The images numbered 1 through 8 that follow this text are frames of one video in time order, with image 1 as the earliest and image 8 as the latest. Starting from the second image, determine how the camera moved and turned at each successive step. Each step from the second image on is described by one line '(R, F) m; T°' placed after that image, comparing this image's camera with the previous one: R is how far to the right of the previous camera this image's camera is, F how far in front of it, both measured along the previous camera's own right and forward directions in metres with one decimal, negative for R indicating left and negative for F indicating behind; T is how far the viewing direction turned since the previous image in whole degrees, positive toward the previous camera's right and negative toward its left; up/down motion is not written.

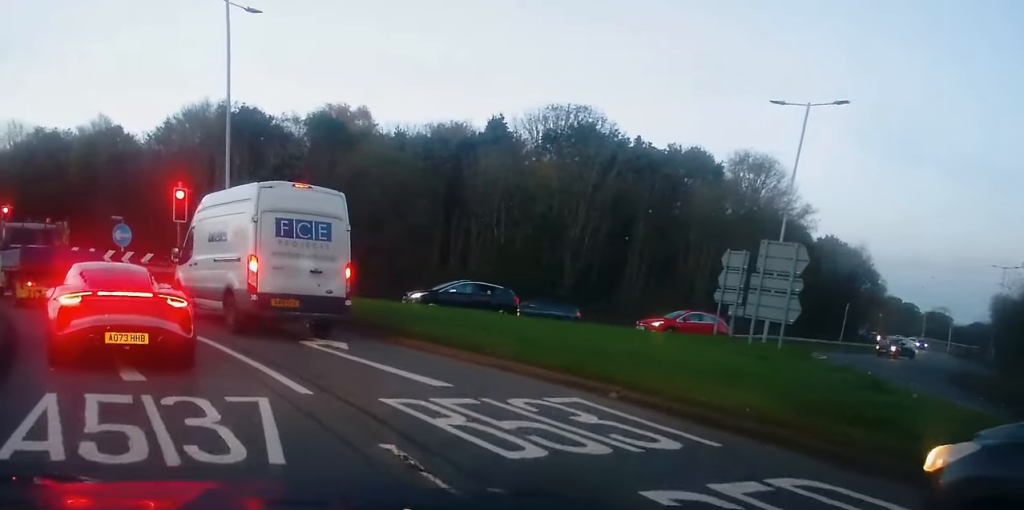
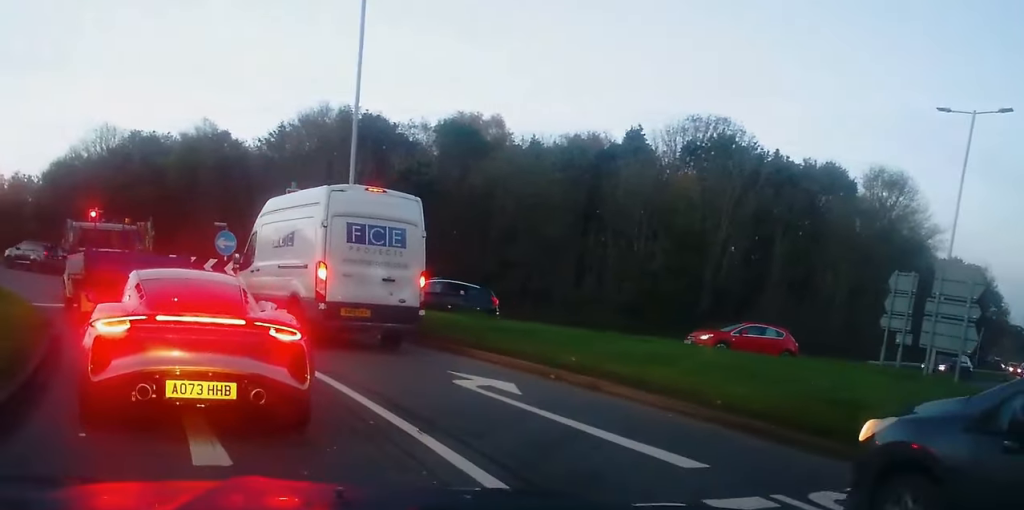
(-0.2, +2.8) m; -7°
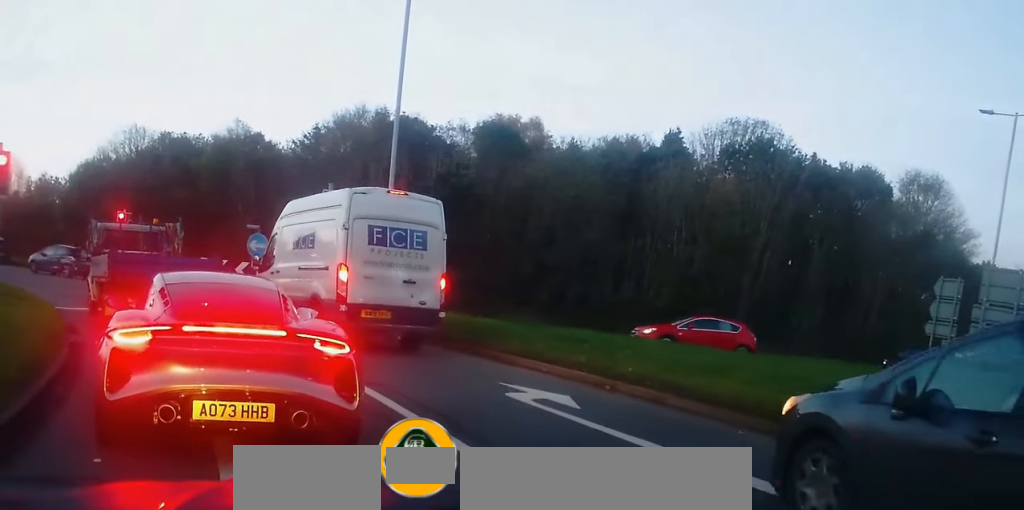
(0.0, +0.8) m; 0°
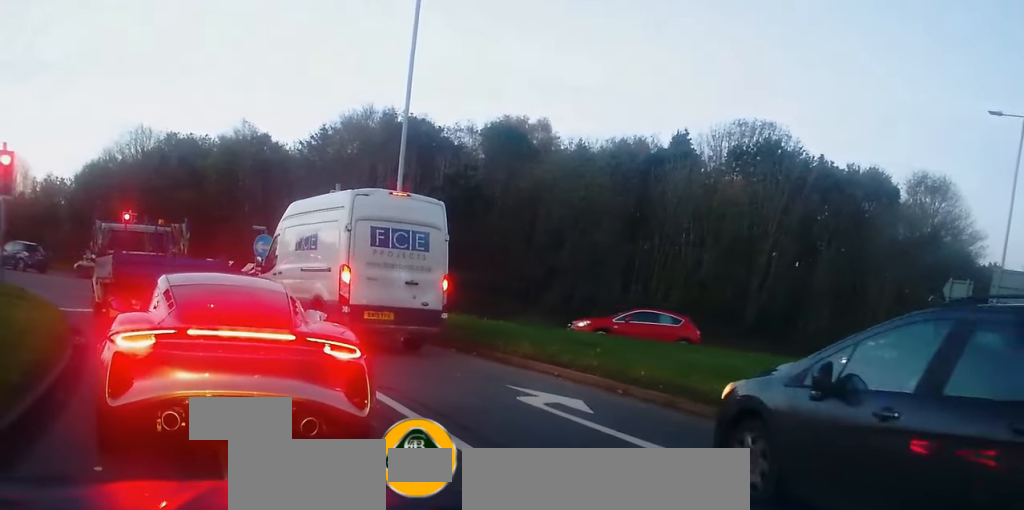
(0.0, +0.4) m; 0°
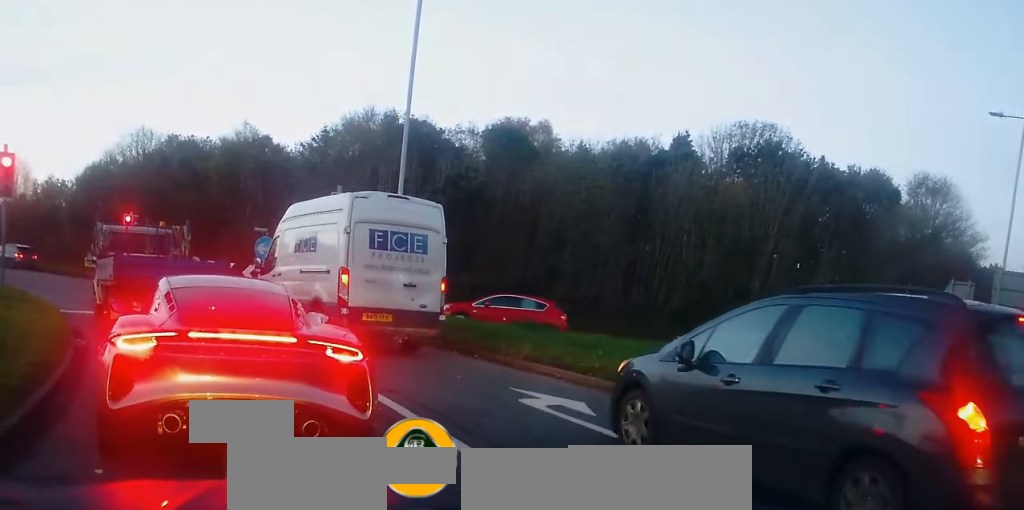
(-0.2, +0.2) m; 0°
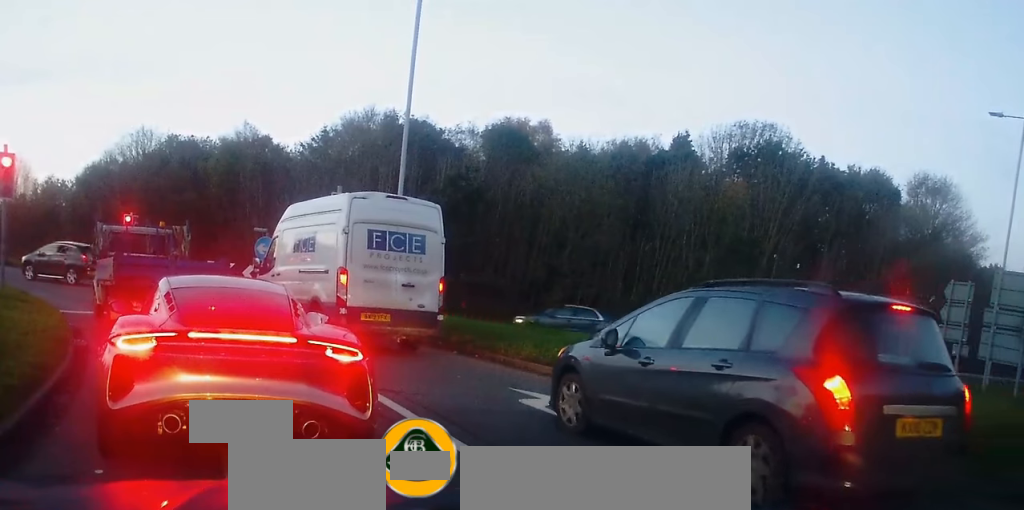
(-0.1, +0.1) m; 0°
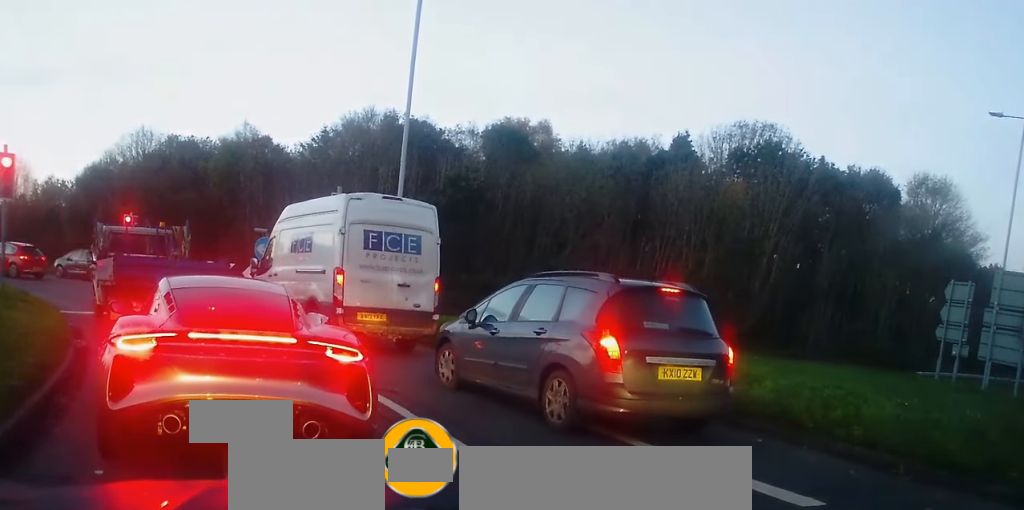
(0.0, 0.0) m; 0°
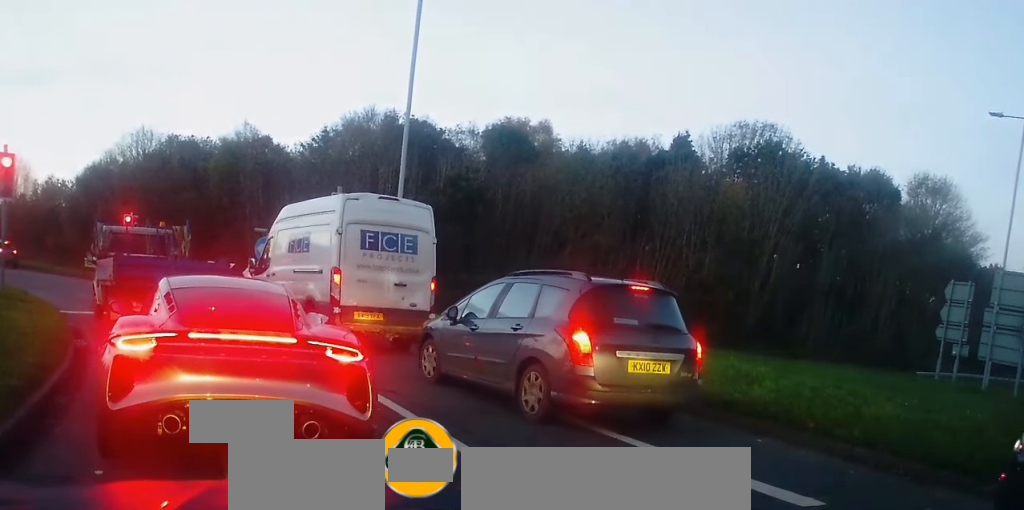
(0.0, 0.0) m; 0°
